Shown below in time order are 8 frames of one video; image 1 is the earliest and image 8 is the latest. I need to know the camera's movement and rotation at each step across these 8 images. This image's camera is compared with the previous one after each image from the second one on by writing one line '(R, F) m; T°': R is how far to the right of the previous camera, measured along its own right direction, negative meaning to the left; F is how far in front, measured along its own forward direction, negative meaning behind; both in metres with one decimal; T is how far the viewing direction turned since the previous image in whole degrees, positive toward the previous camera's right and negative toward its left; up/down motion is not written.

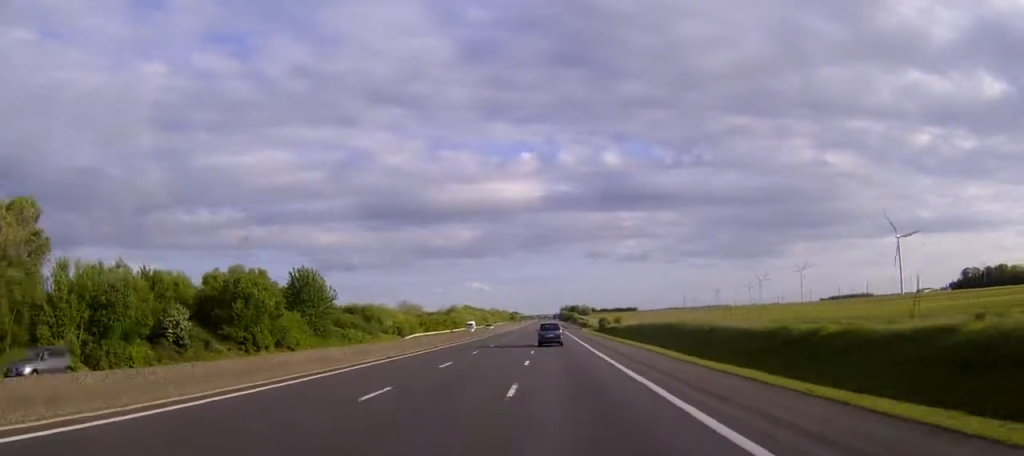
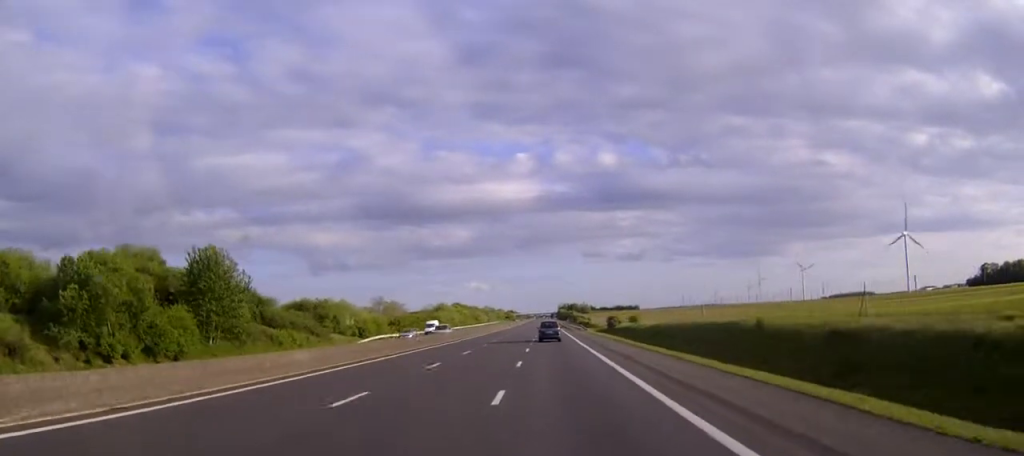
(0.0, +28.1) m; 0°
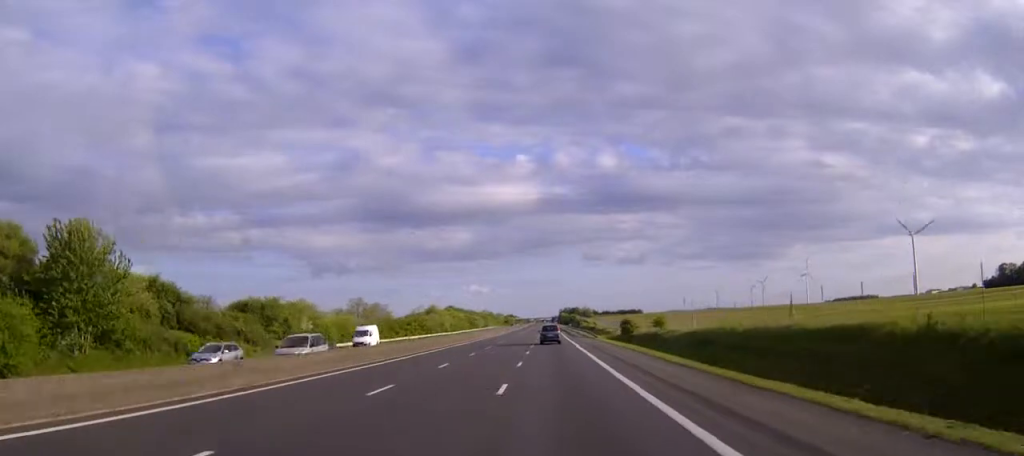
(0.0, +22.6) m; 0°
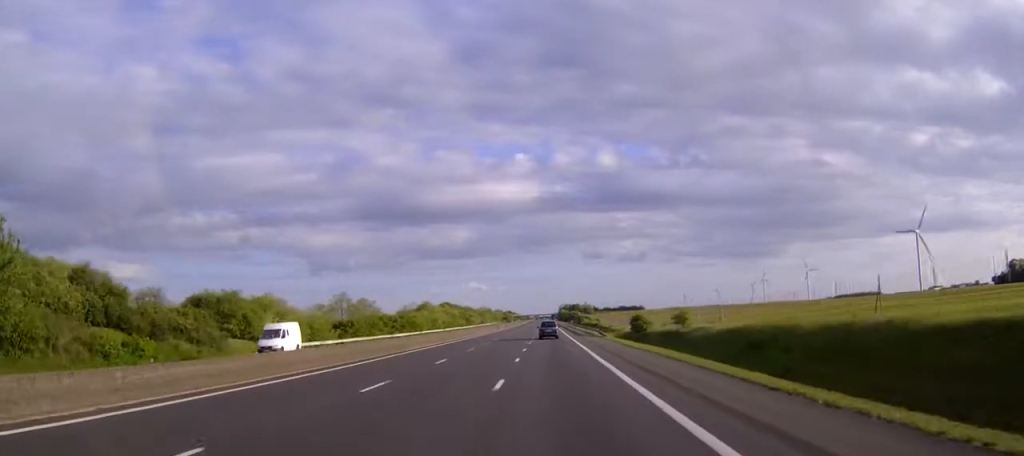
(0.0, +13.2) m; 0°
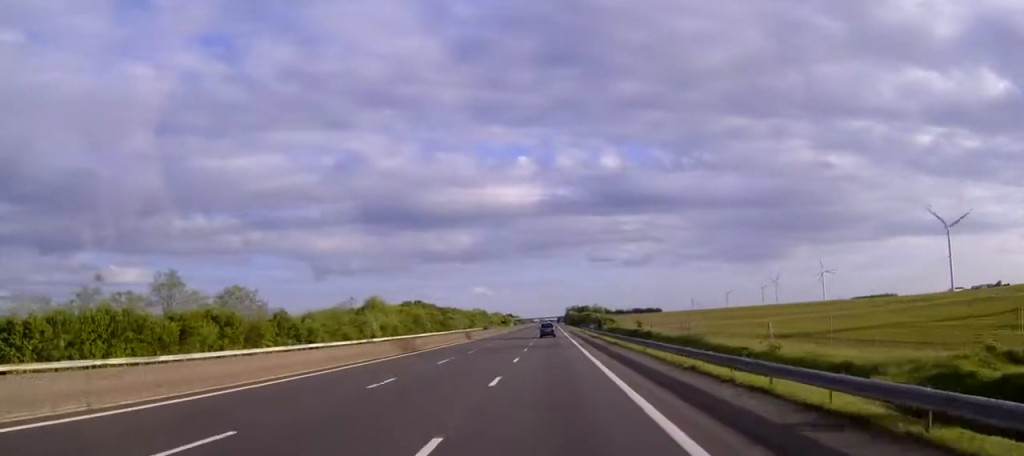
(-0.1, +76.3) m; 0°
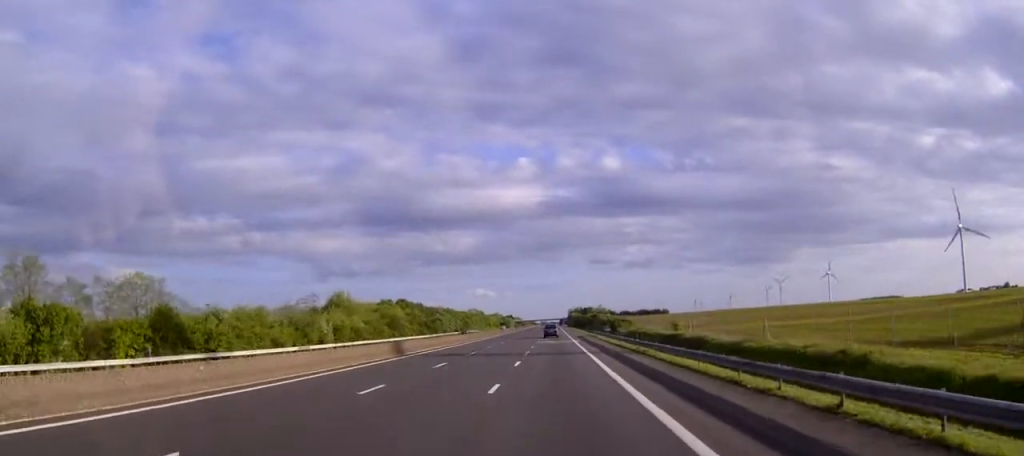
(-0.1, +28.3) m; 0°
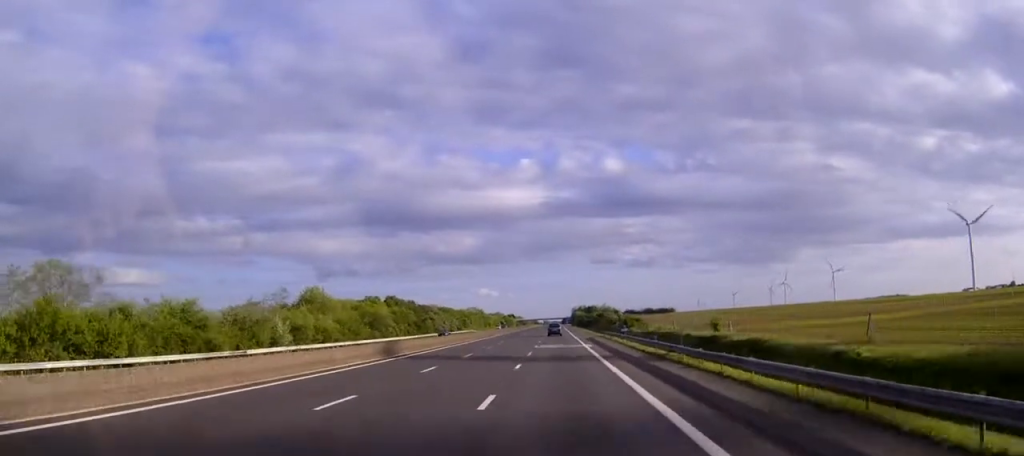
(0.0, +17.0) m; 0°
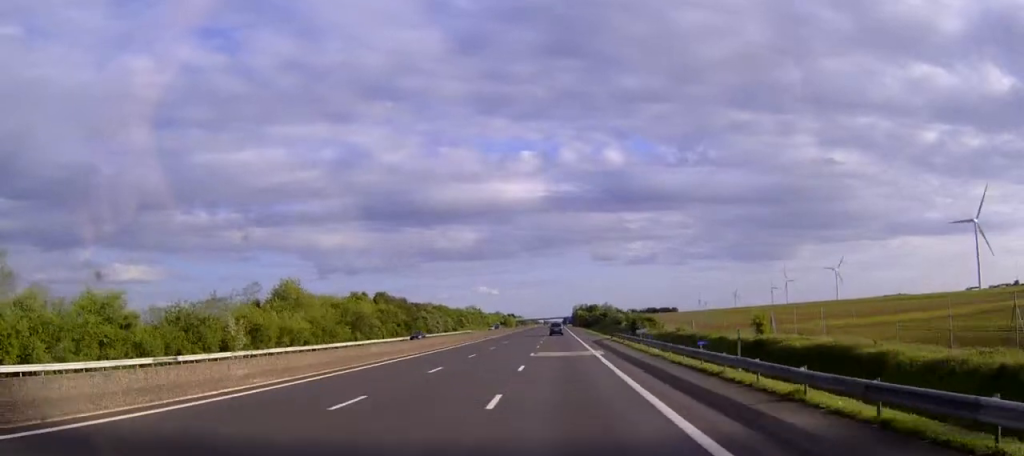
(0.0, +12.2) m; 0°
